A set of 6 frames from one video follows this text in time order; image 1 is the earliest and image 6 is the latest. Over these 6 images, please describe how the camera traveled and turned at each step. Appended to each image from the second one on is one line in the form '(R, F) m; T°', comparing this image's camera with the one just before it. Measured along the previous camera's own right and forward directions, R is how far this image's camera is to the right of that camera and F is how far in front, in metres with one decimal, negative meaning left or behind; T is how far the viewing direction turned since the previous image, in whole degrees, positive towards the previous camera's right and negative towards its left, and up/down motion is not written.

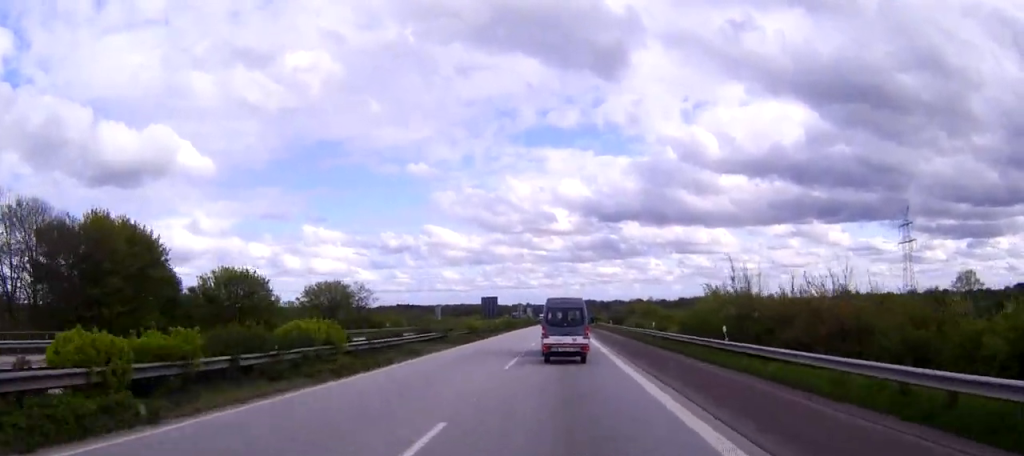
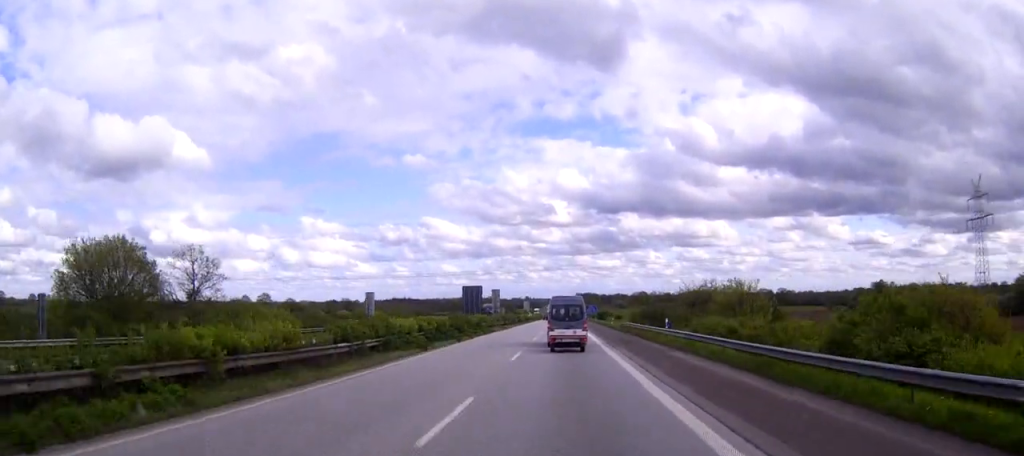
(0.0, +50.5) m; 0°
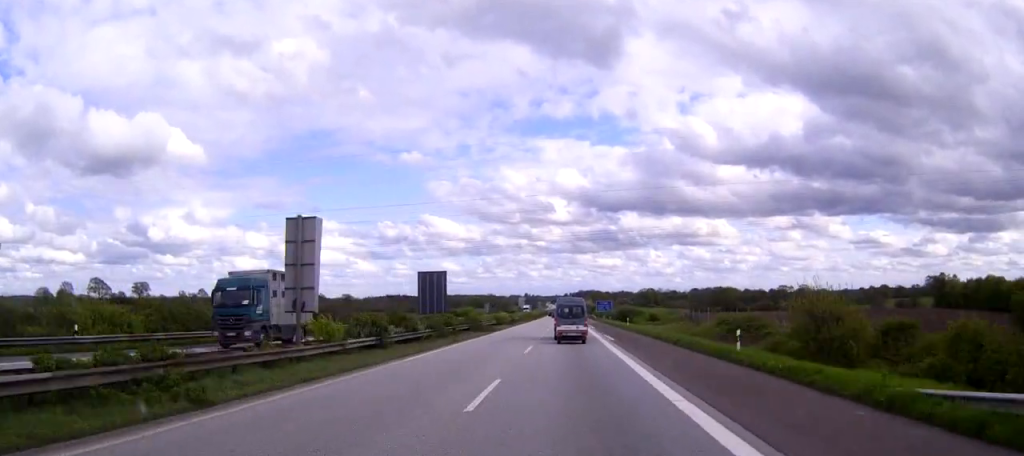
(-0.2, +67.9) m; 0°
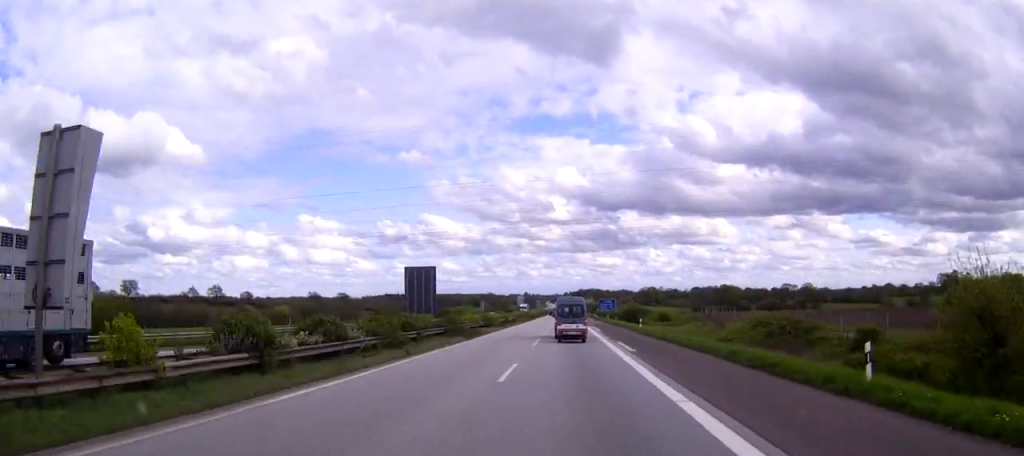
(0.0, +12.3) m; 0°
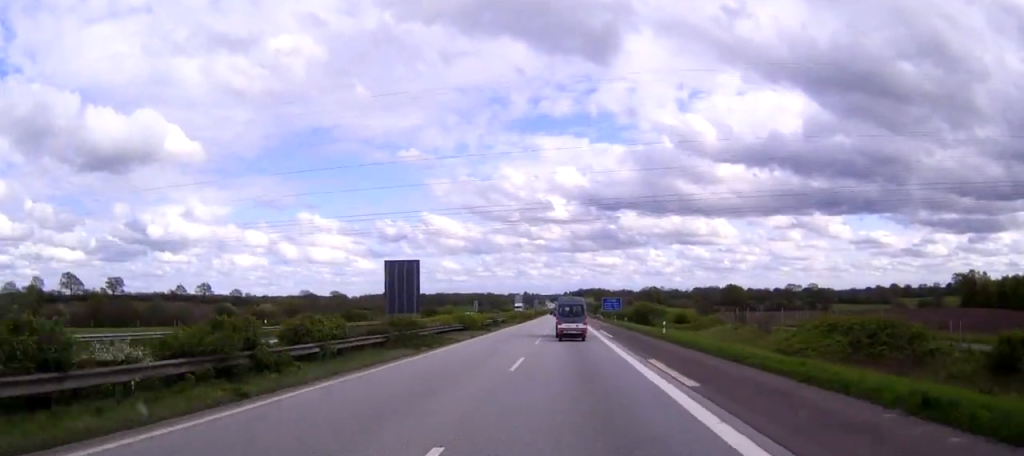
(0.0, +15.2) m; 0°
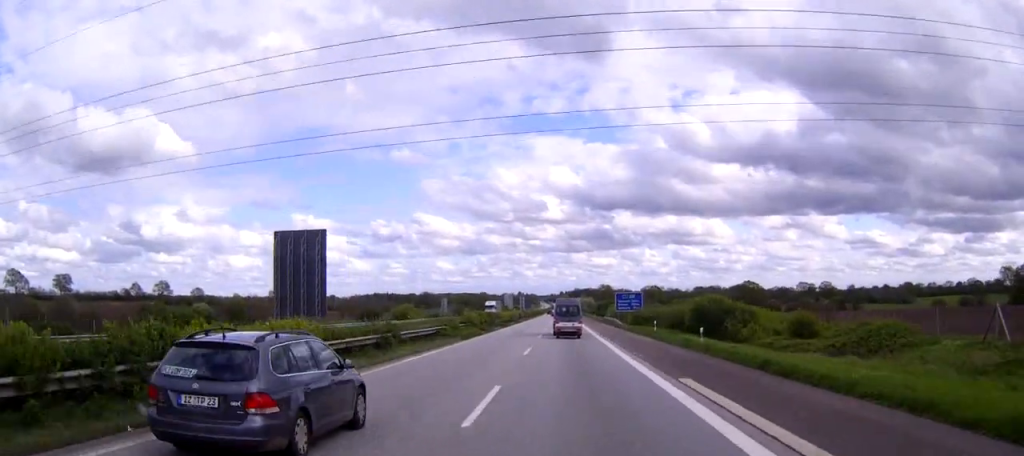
(0.0, +46.0) m; 0°
